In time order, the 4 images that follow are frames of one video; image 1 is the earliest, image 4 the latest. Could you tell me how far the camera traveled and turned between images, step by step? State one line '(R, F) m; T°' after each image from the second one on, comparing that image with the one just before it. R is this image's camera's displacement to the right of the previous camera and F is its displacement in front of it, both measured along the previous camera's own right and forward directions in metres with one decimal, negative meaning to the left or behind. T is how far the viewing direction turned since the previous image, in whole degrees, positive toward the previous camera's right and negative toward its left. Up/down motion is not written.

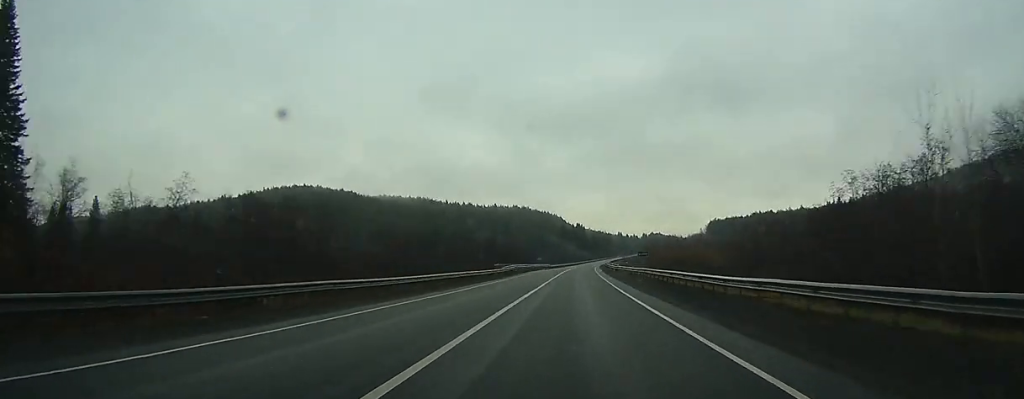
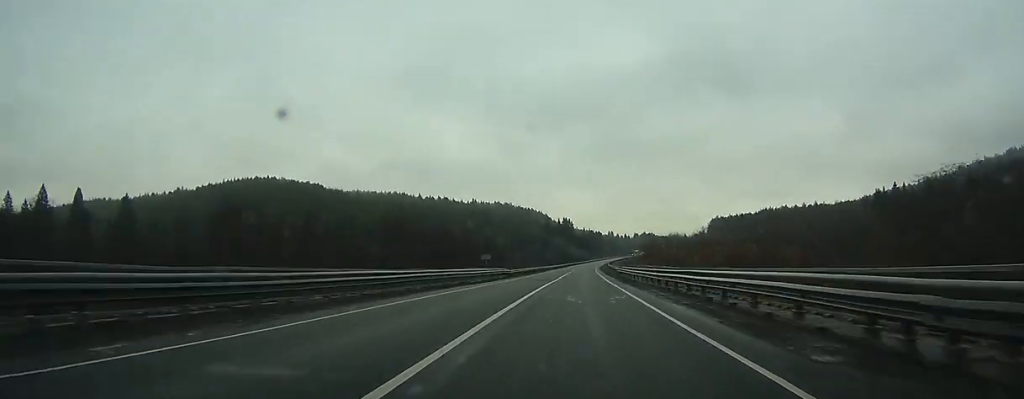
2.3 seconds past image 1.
(+1.3, +67.3) m; +2°
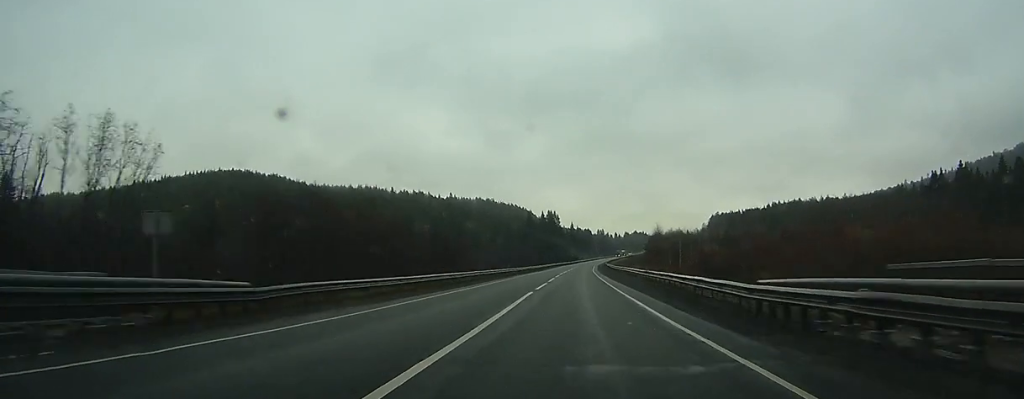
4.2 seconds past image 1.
(+0.7, +53.7) m; +1°
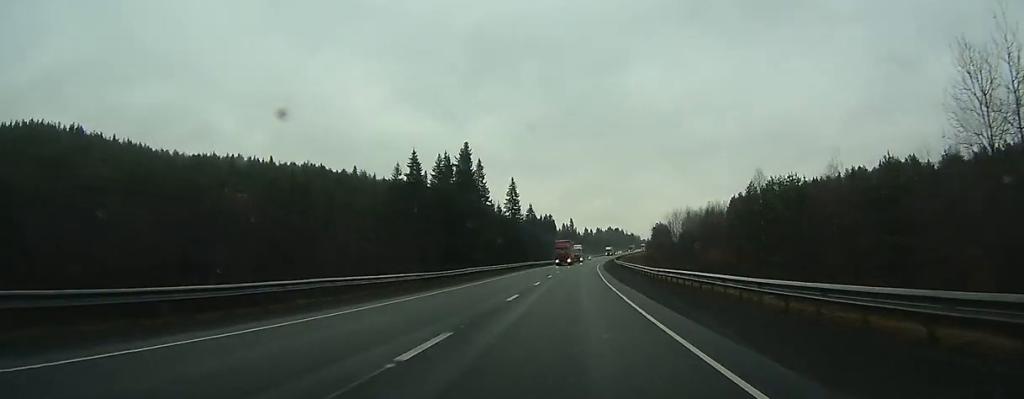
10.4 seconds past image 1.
(+5.6, +178.5) m; +4°
